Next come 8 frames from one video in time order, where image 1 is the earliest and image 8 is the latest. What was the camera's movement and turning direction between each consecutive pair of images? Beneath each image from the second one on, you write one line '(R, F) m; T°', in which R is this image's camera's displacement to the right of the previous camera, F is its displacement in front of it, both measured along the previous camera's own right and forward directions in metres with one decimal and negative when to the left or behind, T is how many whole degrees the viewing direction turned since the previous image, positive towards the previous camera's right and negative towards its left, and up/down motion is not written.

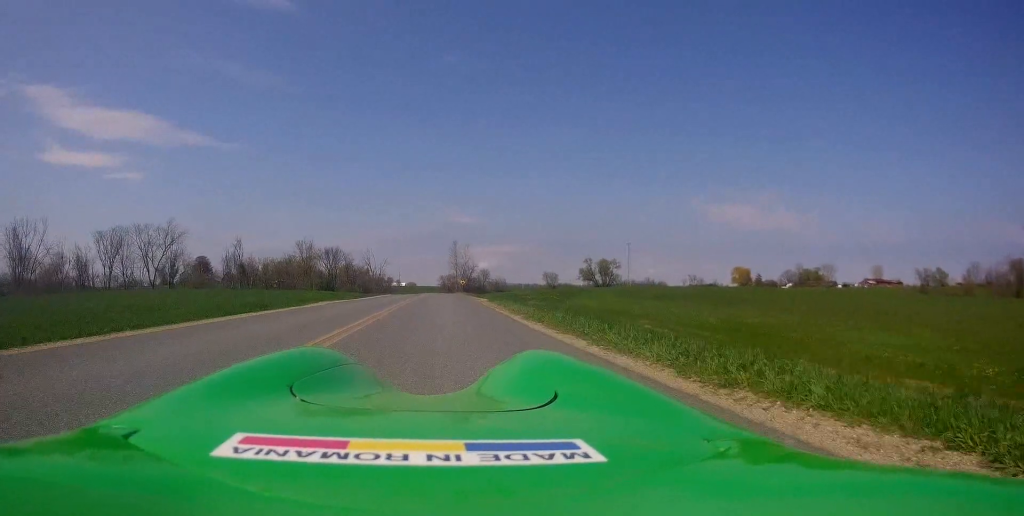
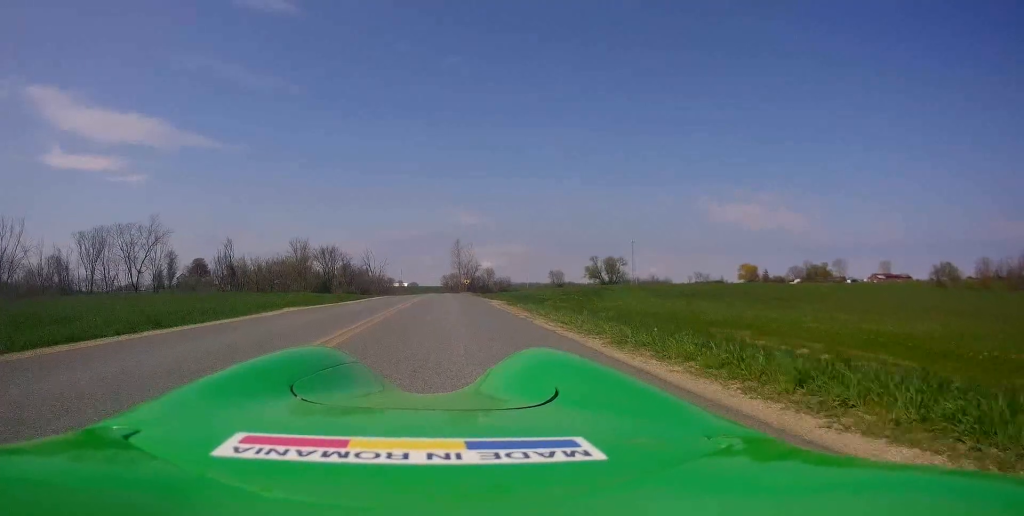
(+0.2, +6.8) m; 0°
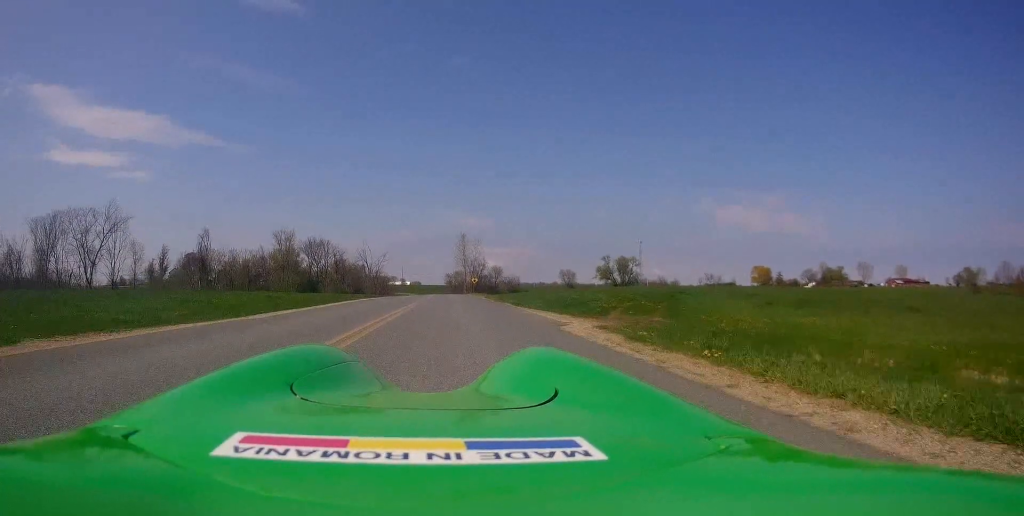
(-0.6, +13.1) m; -5°
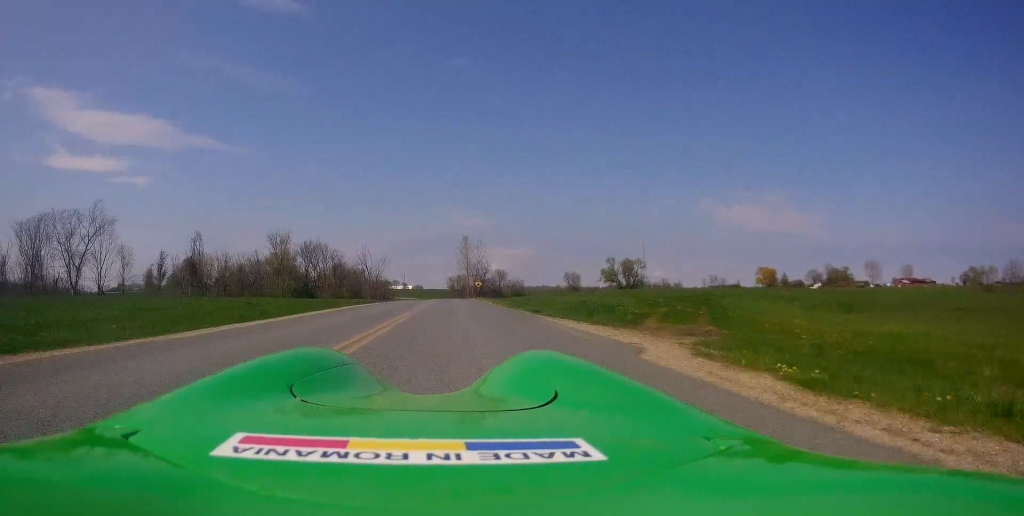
(-0.1, +3.7) m; -1°
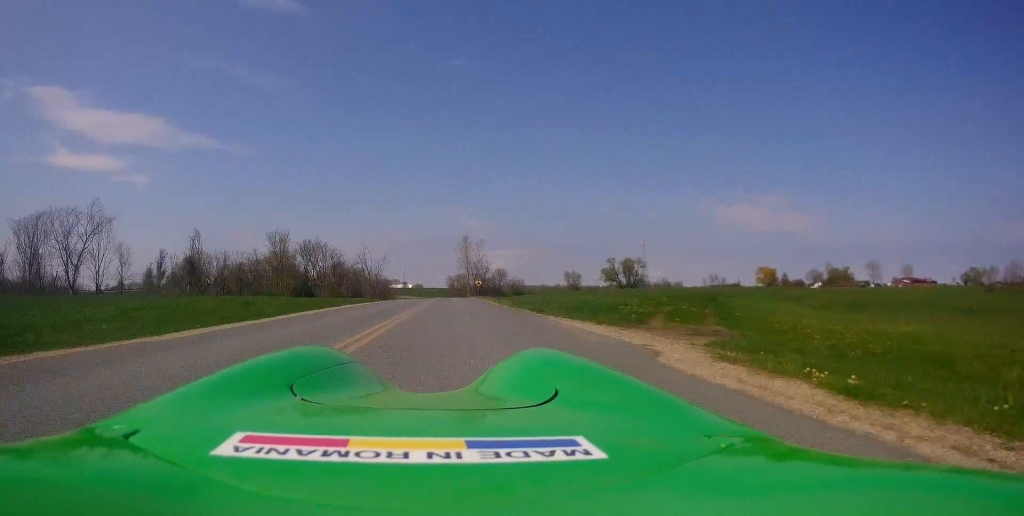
(+0.1, +7.4) m; +3°
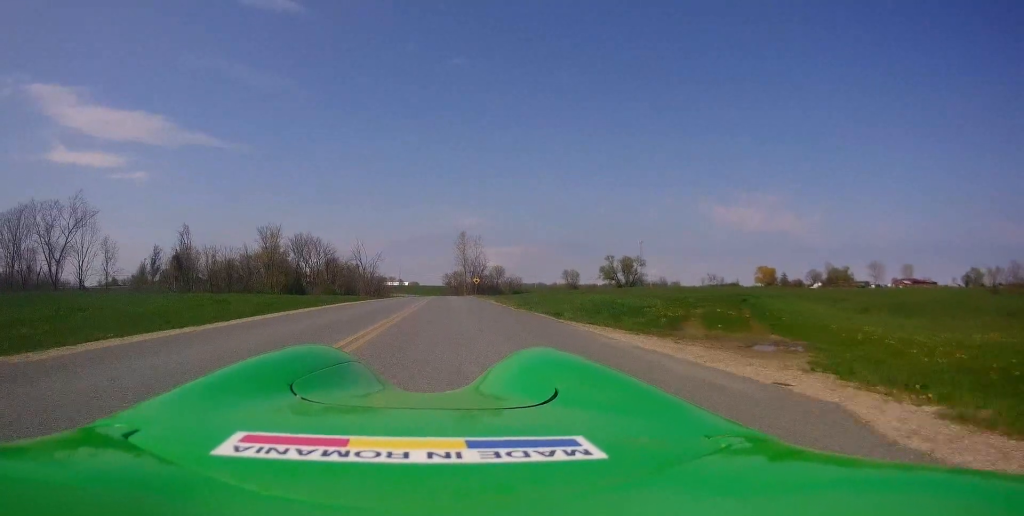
(+0.1, +3.4) m; +2°
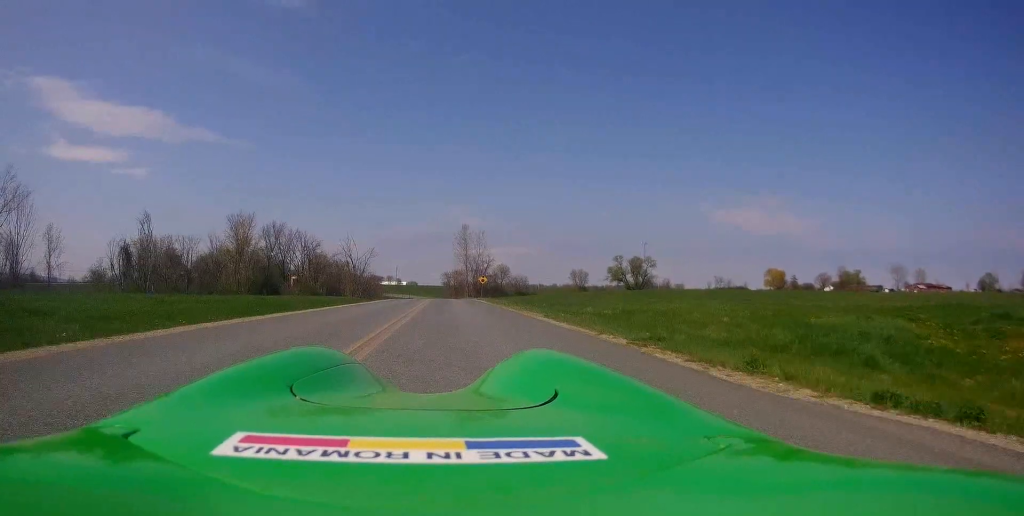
(+0.4, +13.7) m; 0°
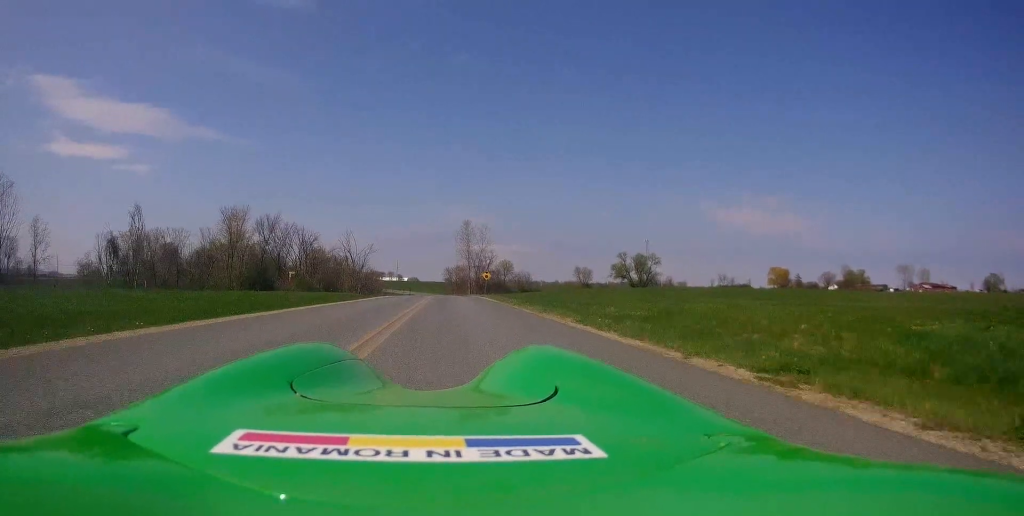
(-0.1, +3.3) m; -1°
